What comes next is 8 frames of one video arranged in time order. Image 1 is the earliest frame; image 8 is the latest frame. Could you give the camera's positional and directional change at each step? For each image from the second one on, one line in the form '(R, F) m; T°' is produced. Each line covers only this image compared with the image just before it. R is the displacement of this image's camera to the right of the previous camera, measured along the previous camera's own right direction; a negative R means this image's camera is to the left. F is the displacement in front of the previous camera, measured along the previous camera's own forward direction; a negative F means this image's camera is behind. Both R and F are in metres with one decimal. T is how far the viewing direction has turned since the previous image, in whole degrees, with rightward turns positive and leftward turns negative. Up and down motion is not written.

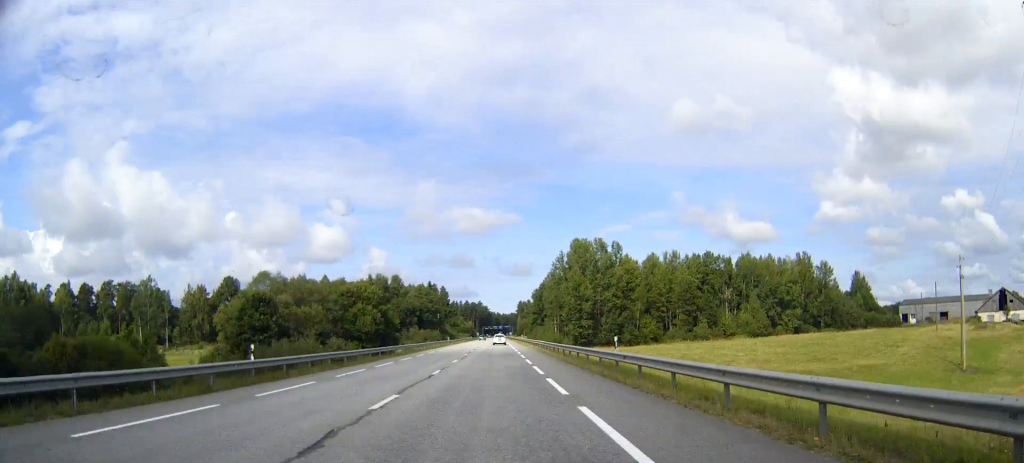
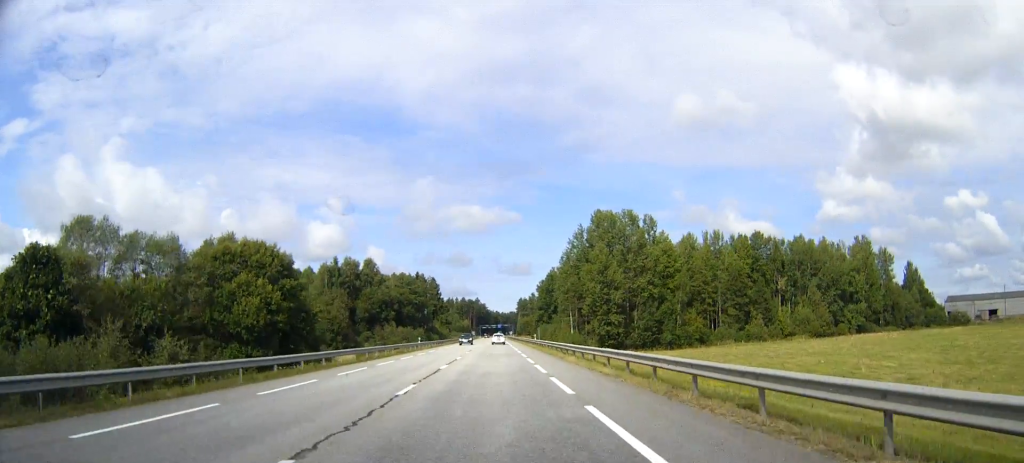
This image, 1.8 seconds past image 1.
(0.0, +45.3) m; 0°
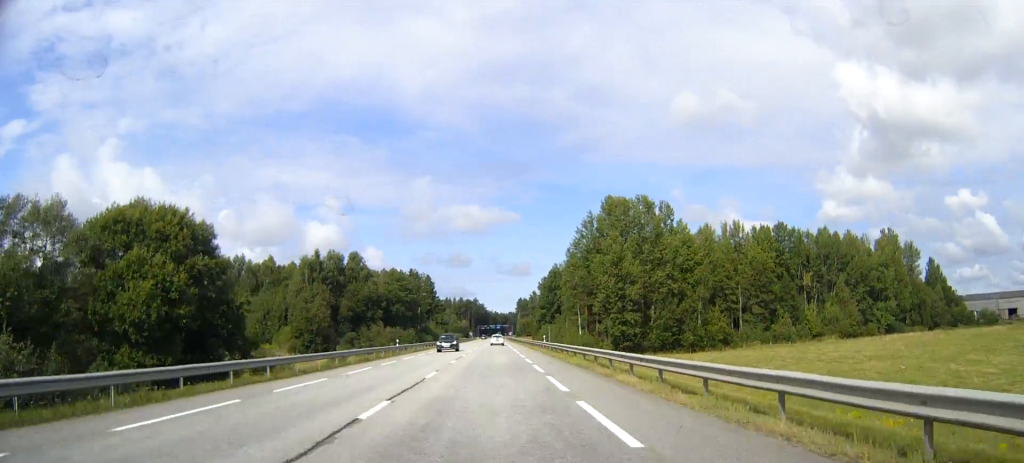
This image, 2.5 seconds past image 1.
(0.0, +16.7) m; 0°
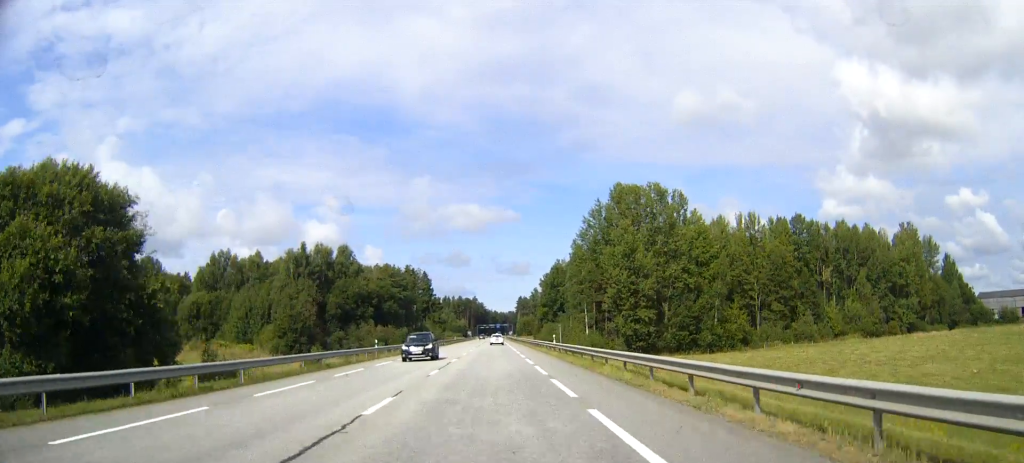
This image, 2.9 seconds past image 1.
(0.0, +10.9) m; 0°
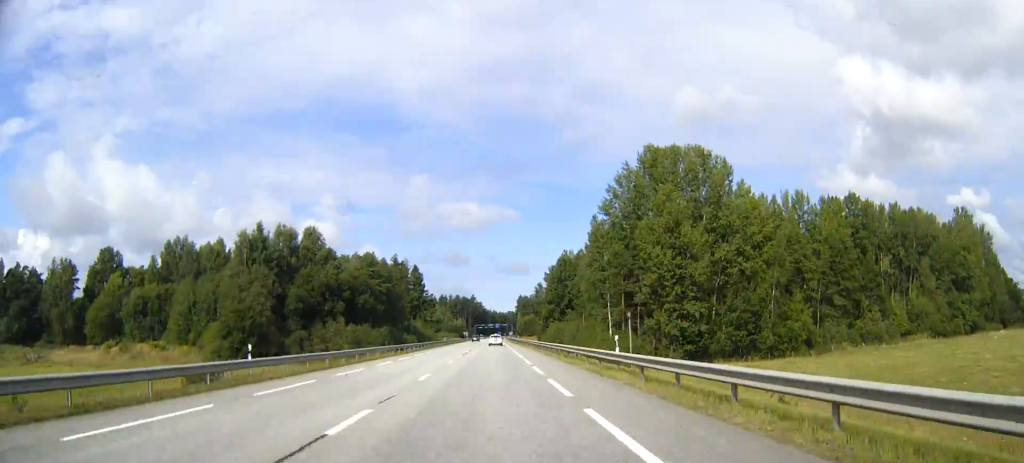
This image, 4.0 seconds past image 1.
(0.0, +26.8) m; 0°
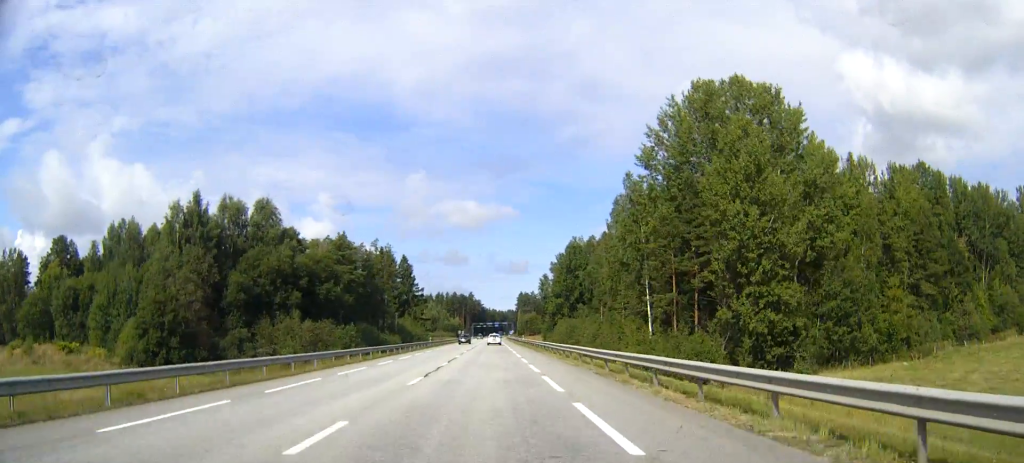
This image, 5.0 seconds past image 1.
(0.0, +26.1) m; 0°
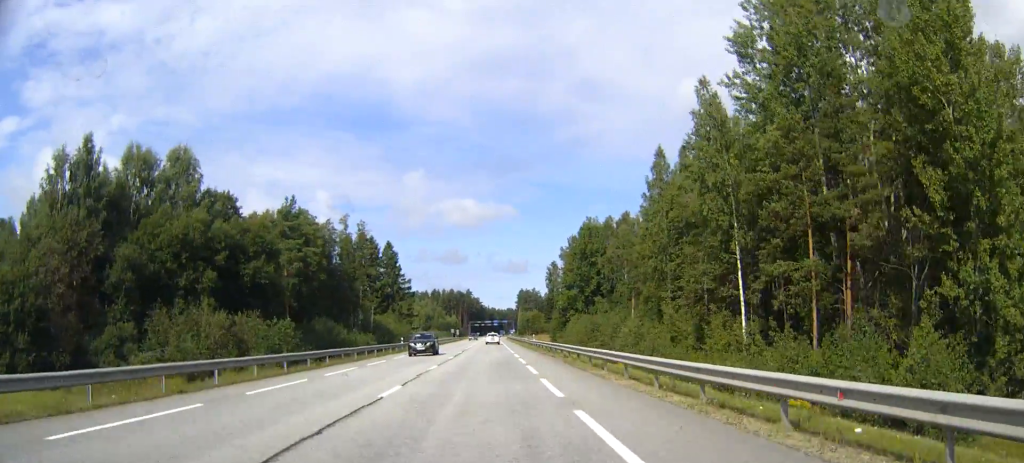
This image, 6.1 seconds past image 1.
(0.0, +28.7) m; 0°
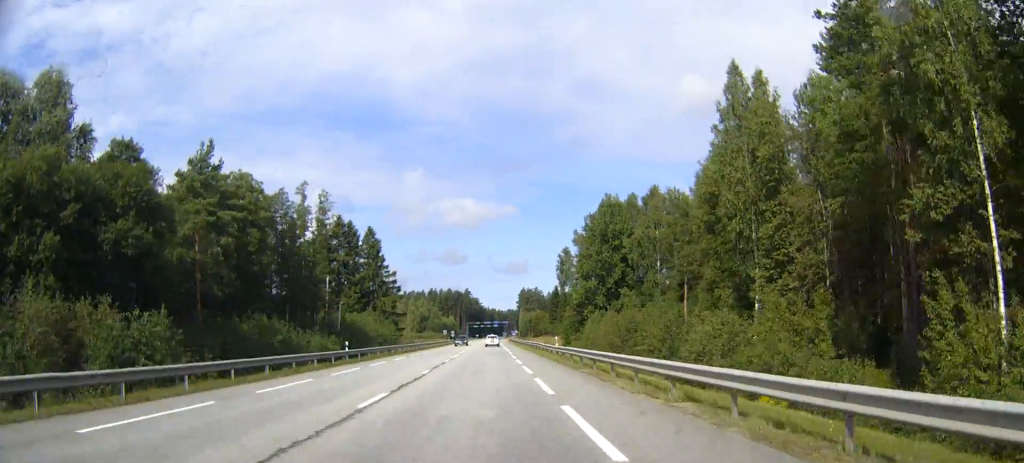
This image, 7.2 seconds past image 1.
(-0.1, +26.1) m; 0°
